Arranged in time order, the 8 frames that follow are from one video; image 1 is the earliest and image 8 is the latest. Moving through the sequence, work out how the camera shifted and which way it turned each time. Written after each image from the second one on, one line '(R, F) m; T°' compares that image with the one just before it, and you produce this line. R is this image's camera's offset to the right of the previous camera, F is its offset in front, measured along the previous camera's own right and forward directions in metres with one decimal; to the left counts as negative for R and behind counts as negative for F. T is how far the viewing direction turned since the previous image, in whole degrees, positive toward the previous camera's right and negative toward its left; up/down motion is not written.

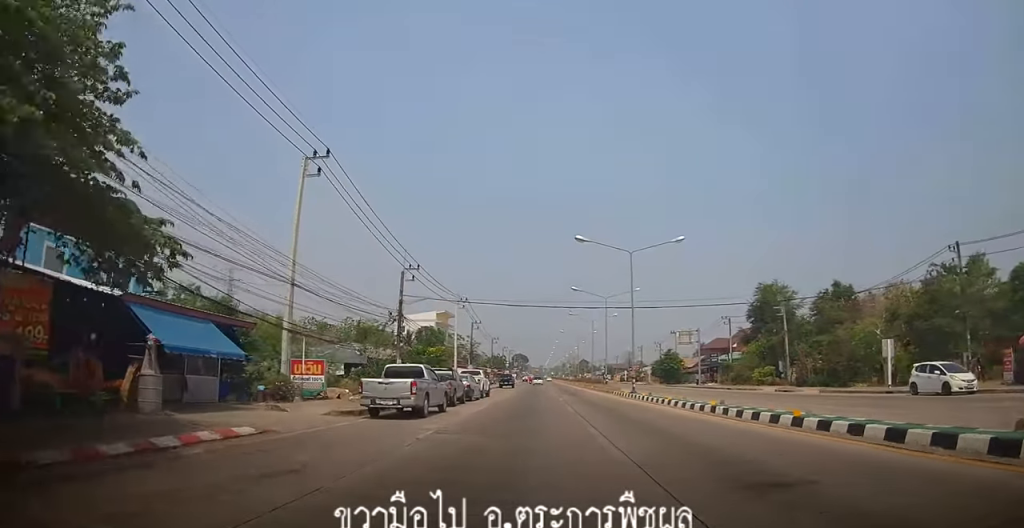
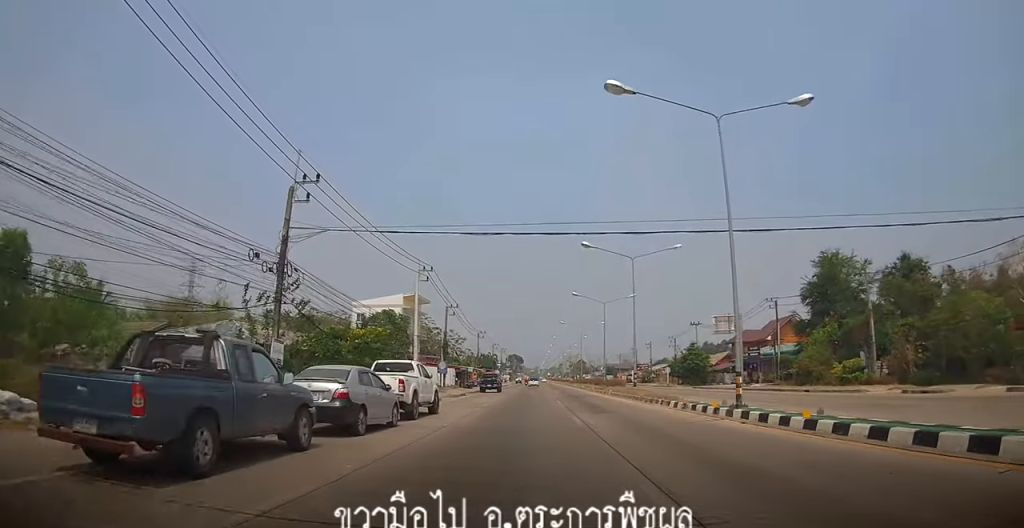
(-0.5, +18.9) m; -1°
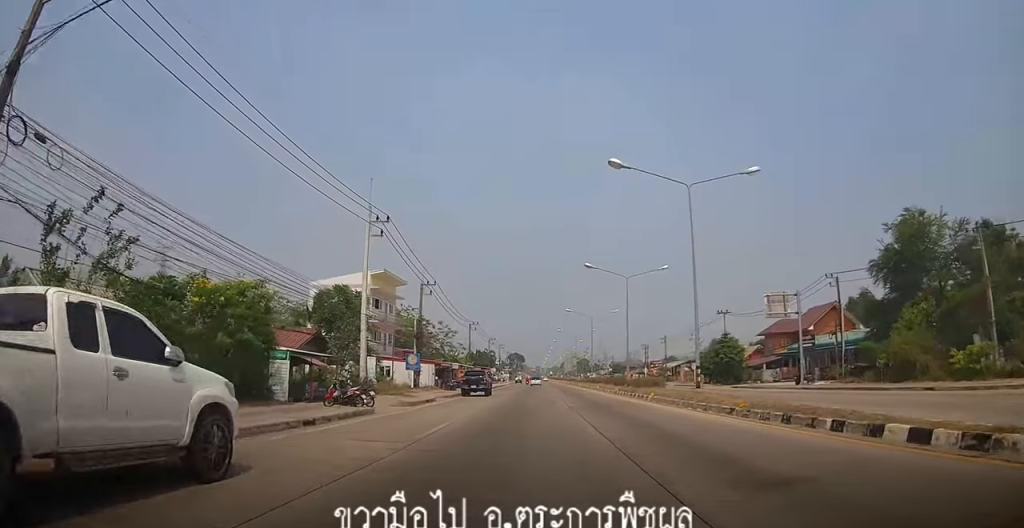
(+0.2, +14.5) m; +1°
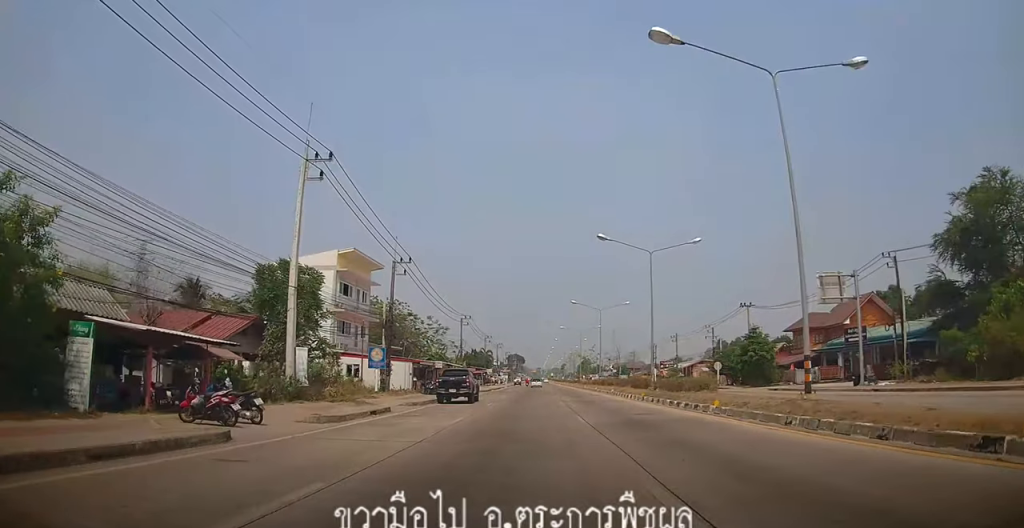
(+0.2, +9.7) m; -1°
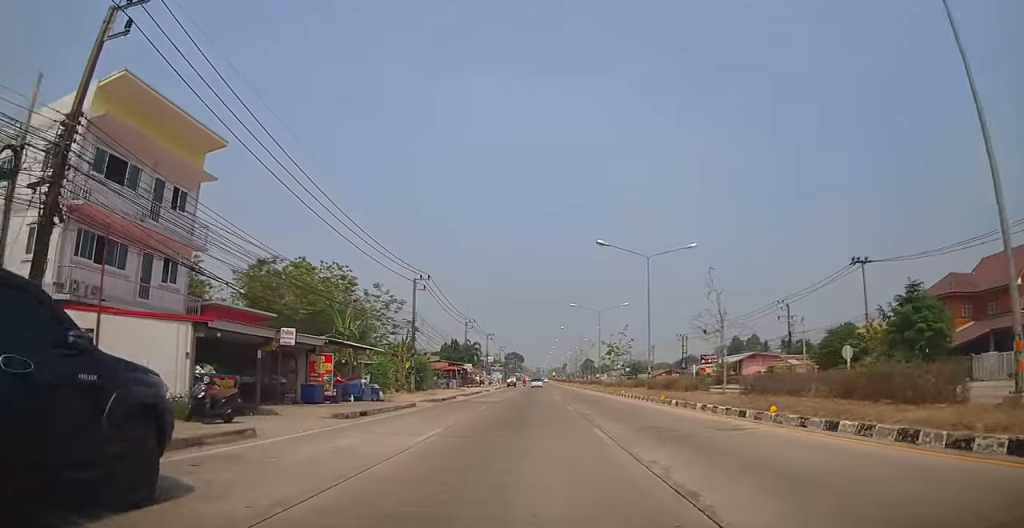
(-0.7, +28.7) m; 0°
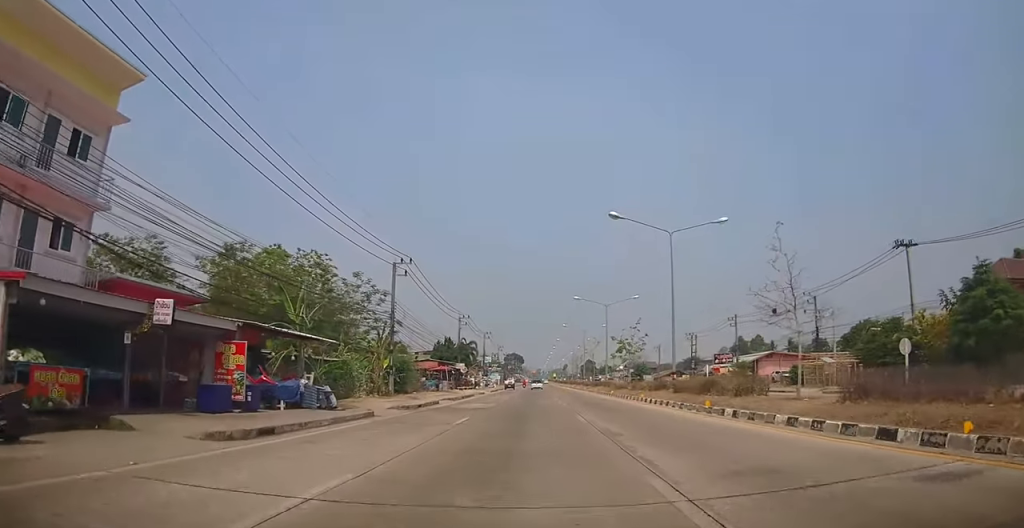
(+0.2, +6.6) m; 0°
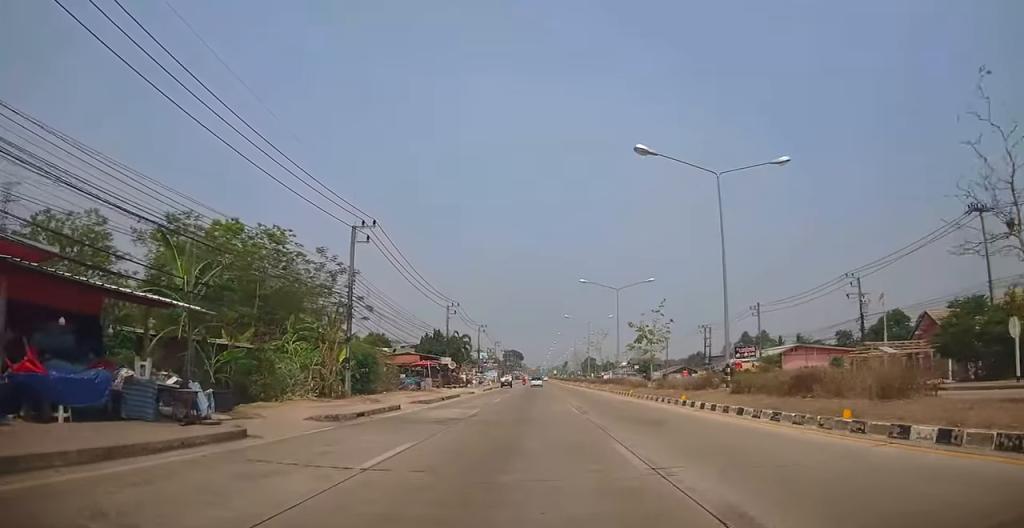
(-0.1, +8.8) m; 0°
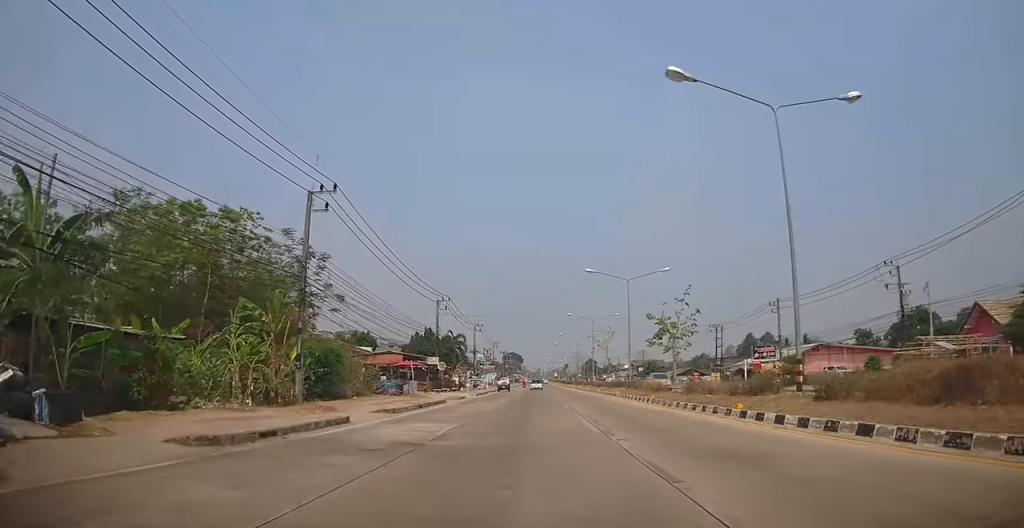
(-0.2, +6.2) m; 0°
